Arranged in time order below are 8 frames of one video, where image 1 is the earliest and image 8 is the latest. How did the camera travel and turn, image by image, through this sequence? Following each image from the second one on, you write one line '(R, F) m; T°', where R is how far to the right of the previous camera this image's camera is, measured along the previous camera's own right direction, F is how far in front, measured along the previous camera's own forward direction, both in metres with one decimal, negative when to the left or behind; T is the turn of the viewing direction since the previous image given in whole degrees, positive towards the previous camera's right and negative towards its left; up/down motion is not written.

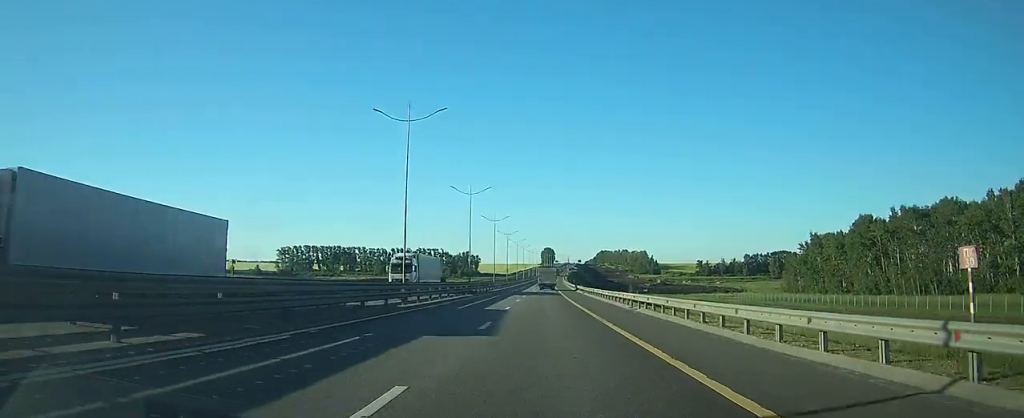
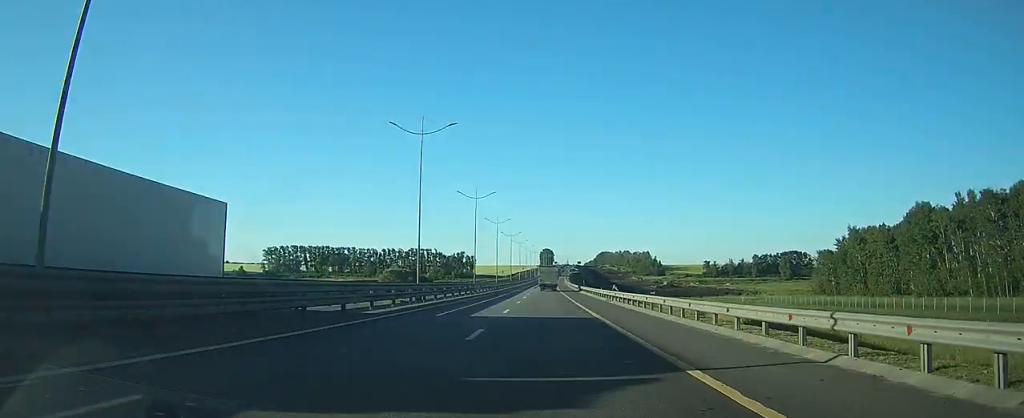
(0.0, +27.0) m; 0°
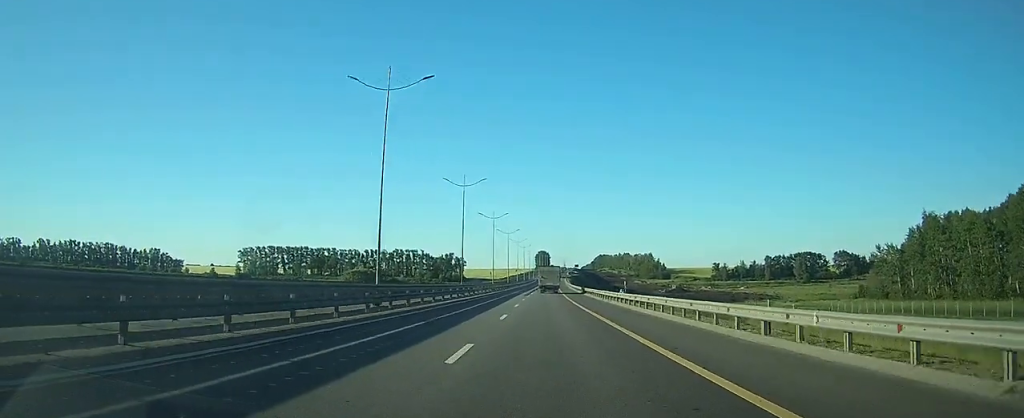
(+0.3, +39.9) m; +1°
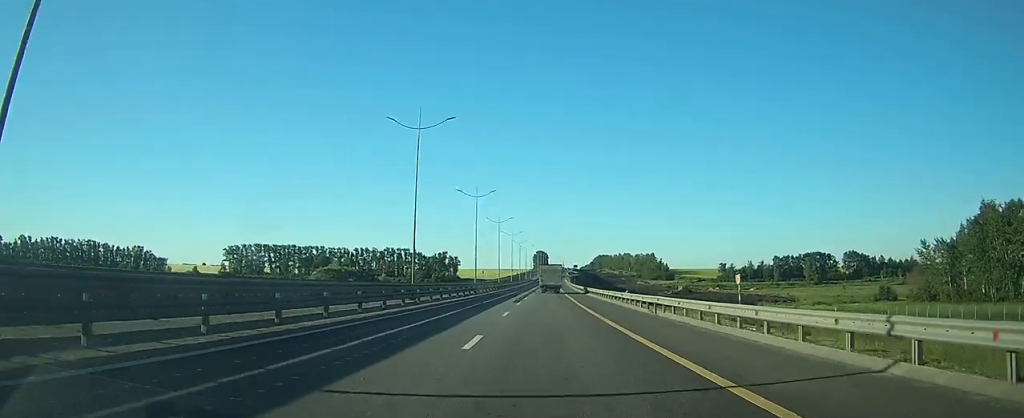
(0.0, +22.2) m; 0°
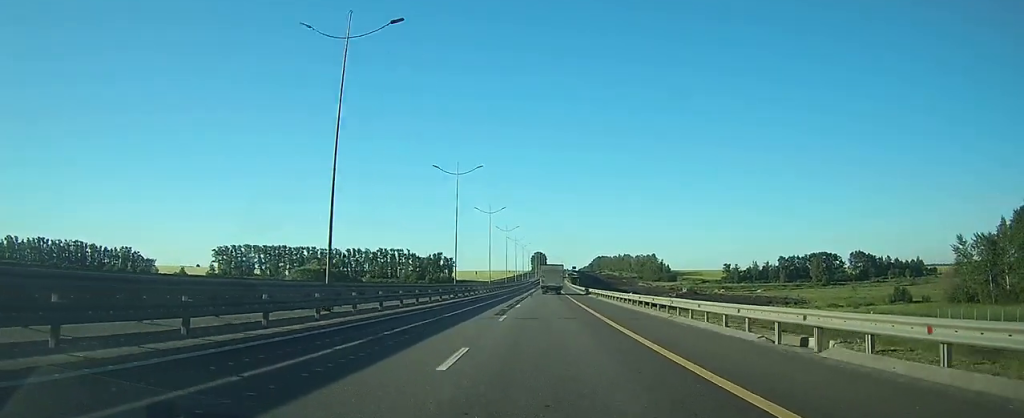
(0.0, +14.7) m; 0°
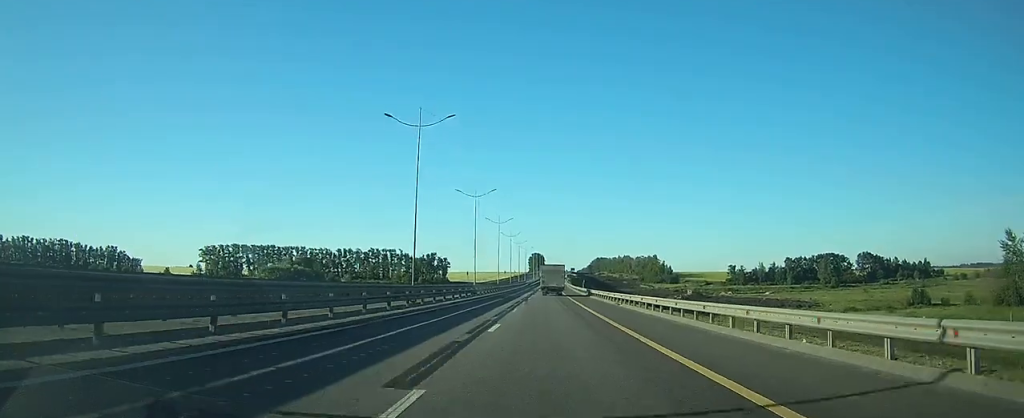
(0.0, +16.6) m; 0°
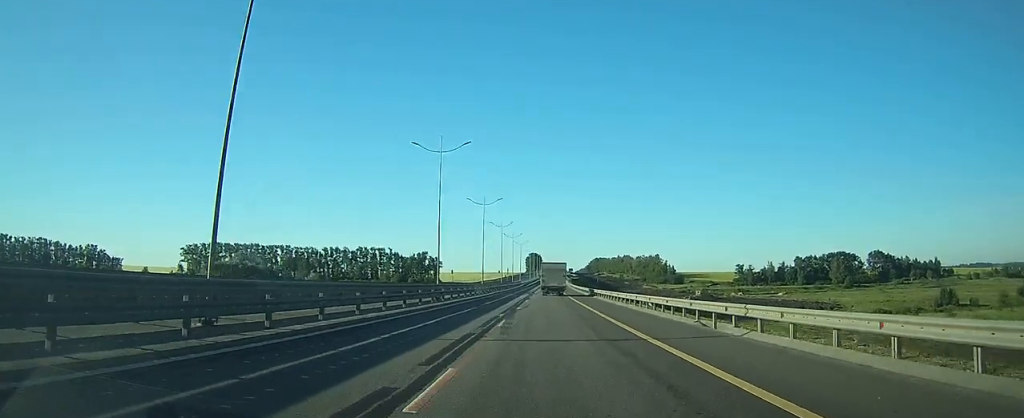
(0.0, +22.1) m; 0°
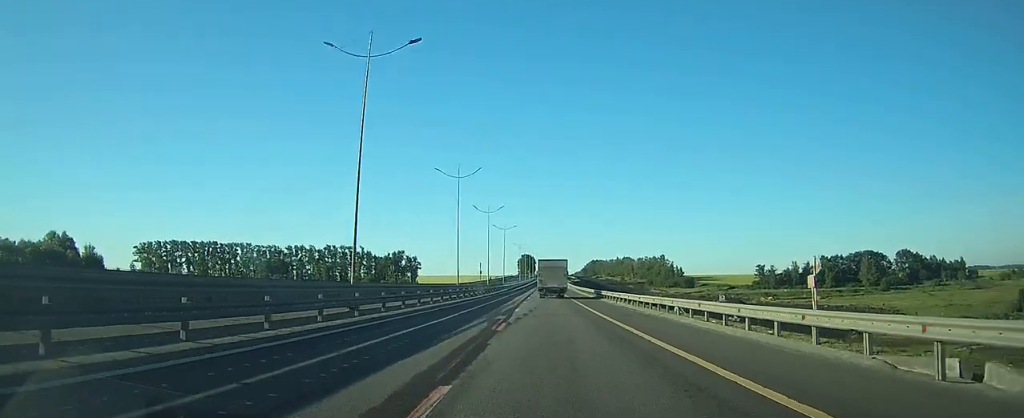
(+0.2, +49.1) m; 0°
